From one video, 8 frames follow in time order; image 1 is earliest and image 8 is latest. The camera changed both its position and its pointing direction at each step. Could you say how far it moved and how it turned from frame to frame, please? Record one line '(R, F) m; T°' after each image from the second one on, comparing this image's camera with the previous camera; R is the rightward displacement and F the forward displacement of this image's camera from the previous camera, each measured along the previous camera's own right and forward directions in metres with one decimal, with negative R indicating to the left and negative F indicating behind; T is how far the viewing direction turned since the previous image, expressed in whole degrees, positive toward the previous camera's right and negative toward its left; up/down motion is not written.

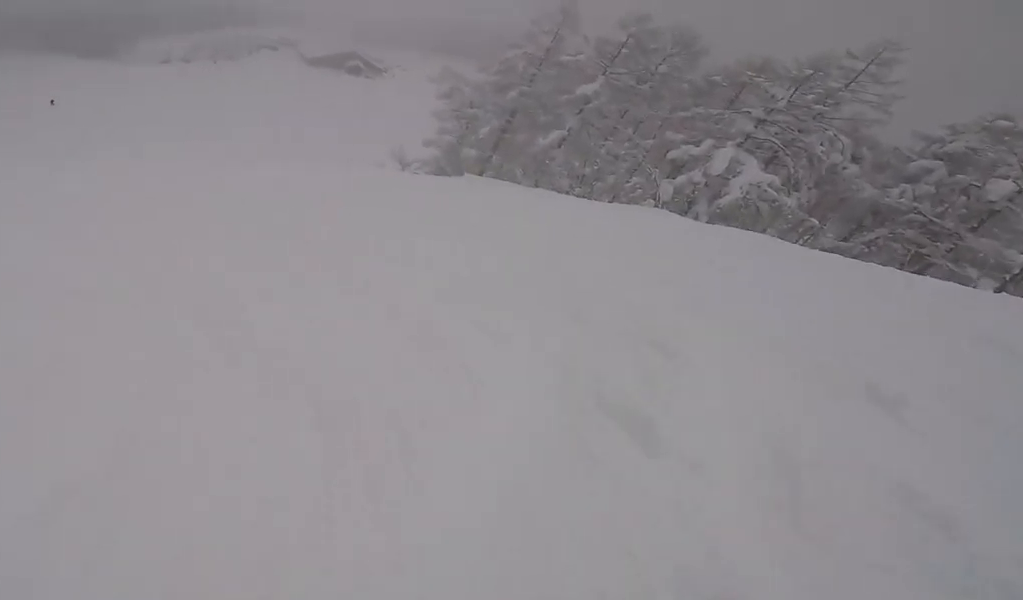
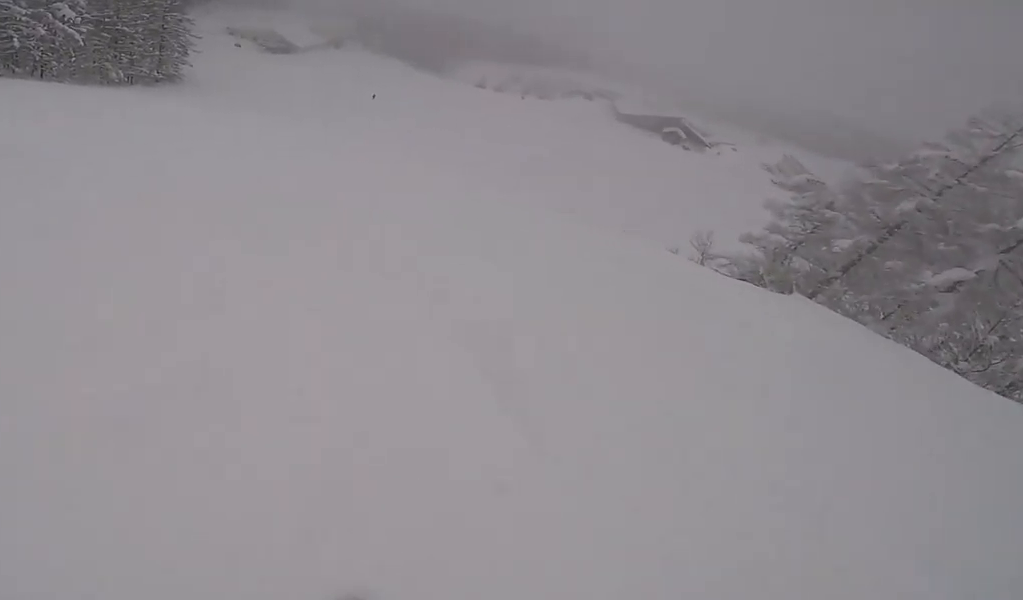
(+0.1, +3.1) m; -25°
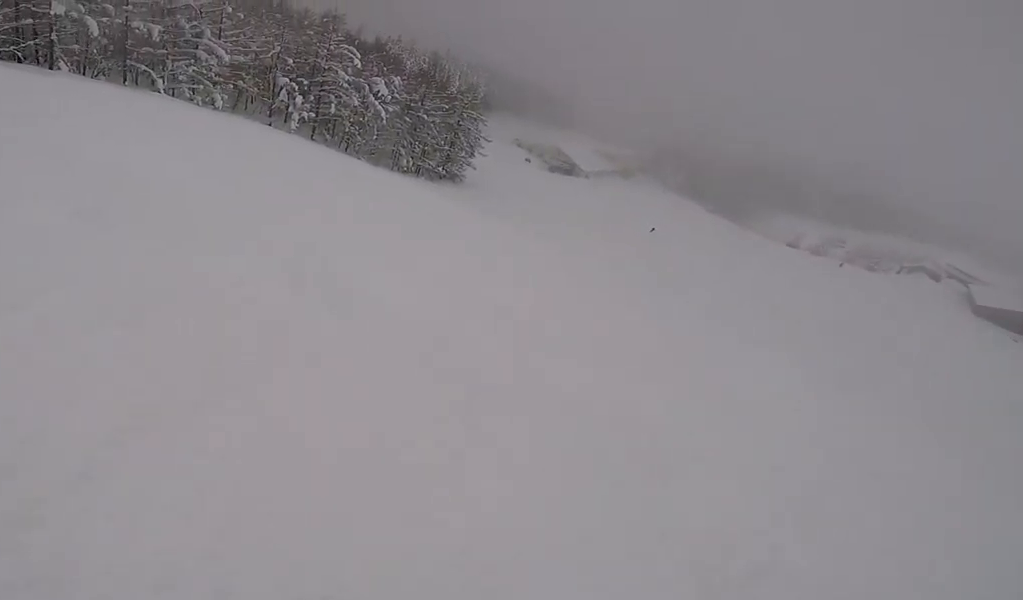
(-2.0, +4.6) m; -33°
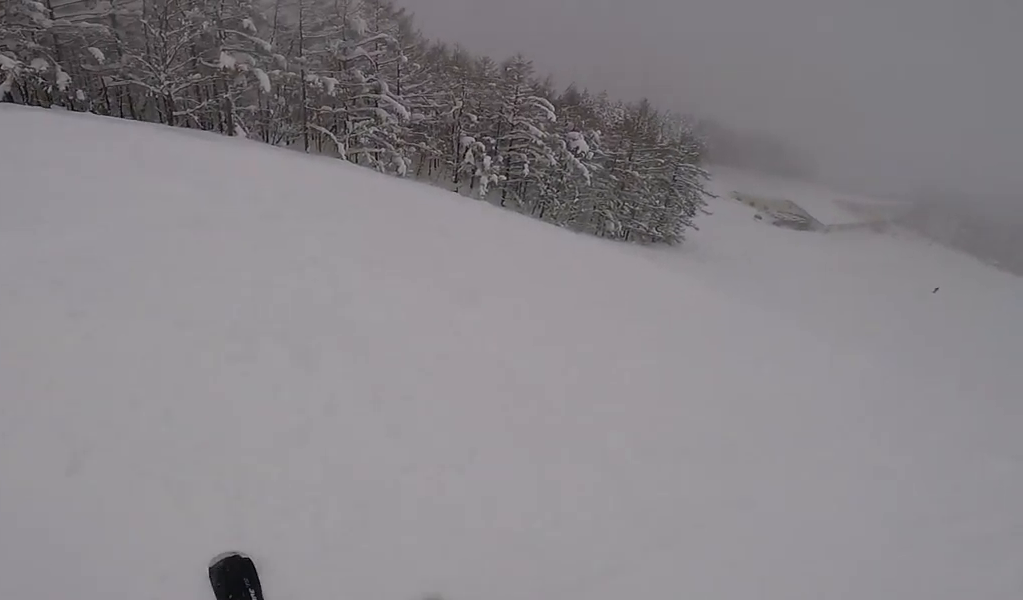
(-0.9, +5.3) m; +4°
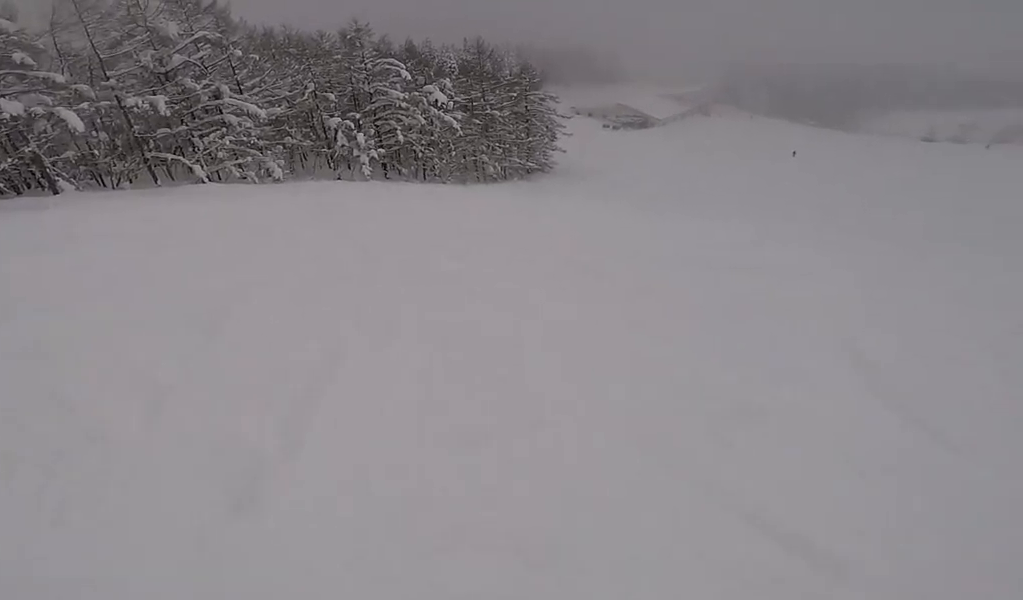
(+1.0, +3.8) m; +21°
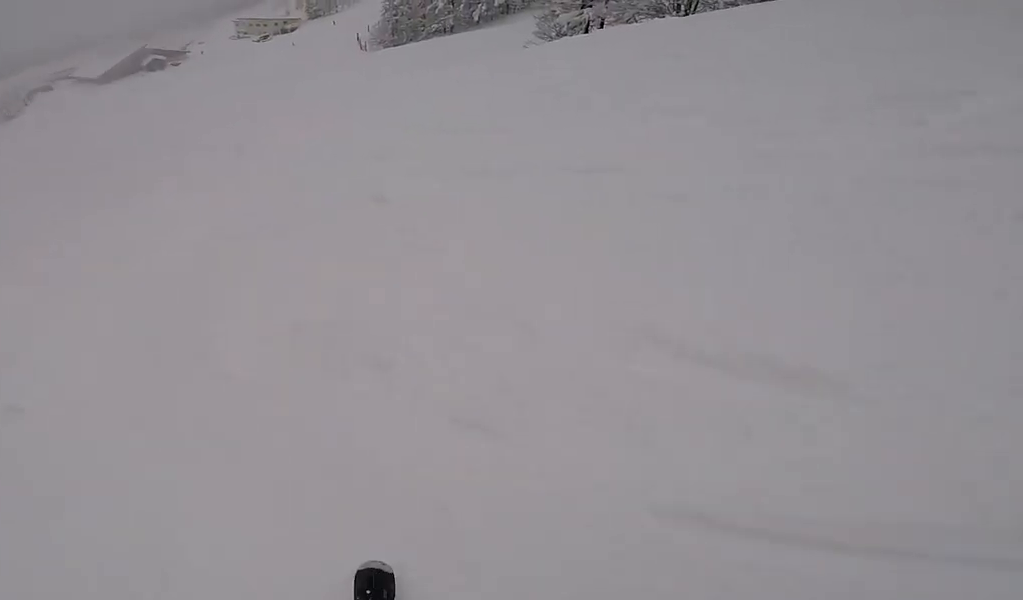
(+4.7, +5.0) m; +78°
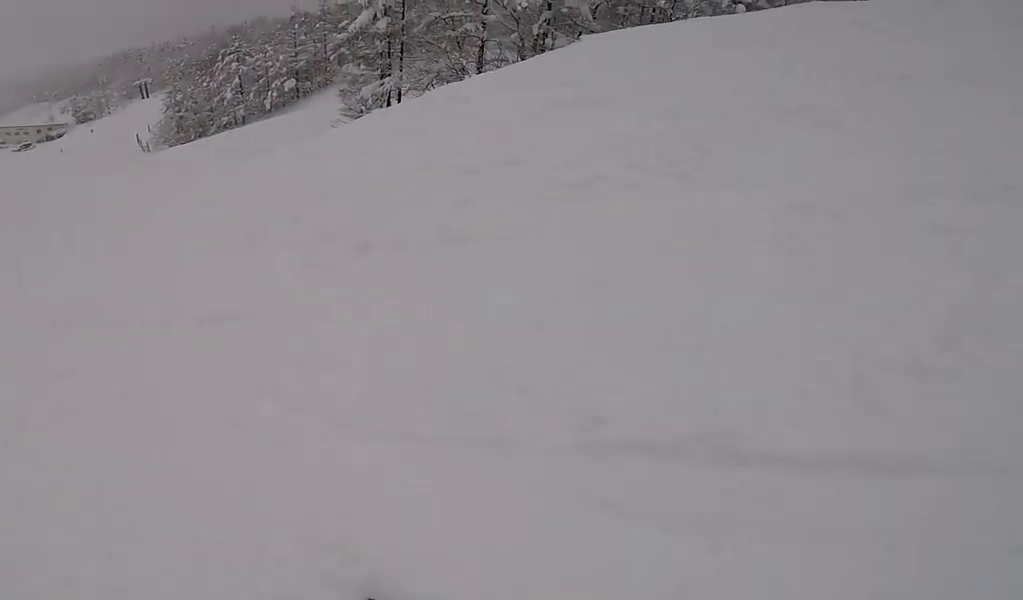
(+0.5, +3.5) m; +11°
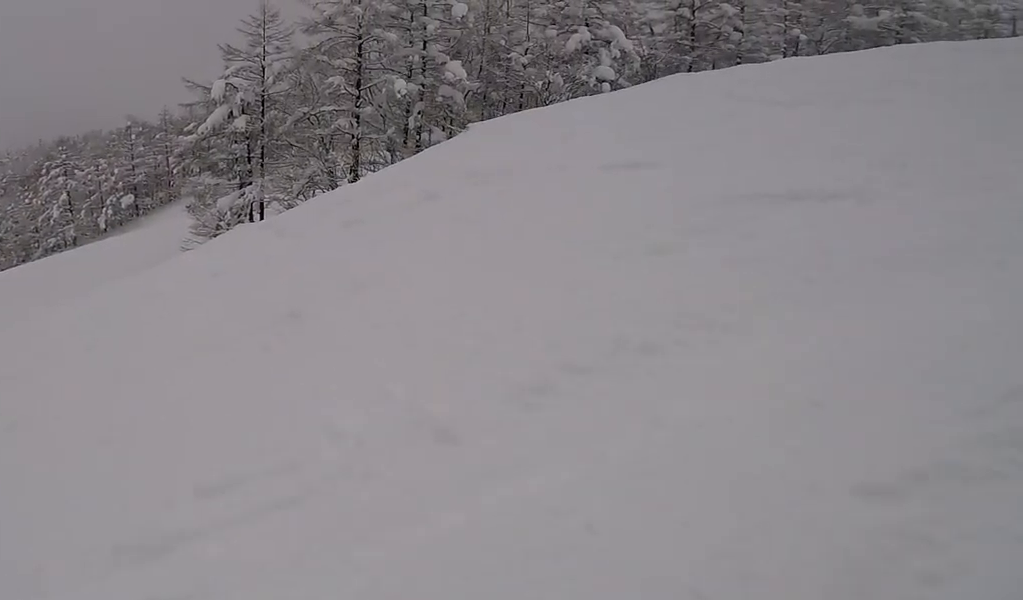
(+0.2, +4.0) m; +14°
